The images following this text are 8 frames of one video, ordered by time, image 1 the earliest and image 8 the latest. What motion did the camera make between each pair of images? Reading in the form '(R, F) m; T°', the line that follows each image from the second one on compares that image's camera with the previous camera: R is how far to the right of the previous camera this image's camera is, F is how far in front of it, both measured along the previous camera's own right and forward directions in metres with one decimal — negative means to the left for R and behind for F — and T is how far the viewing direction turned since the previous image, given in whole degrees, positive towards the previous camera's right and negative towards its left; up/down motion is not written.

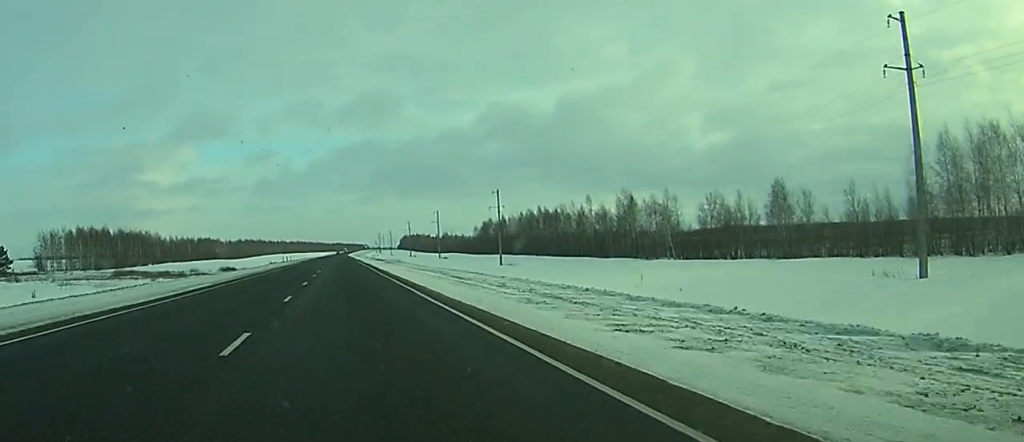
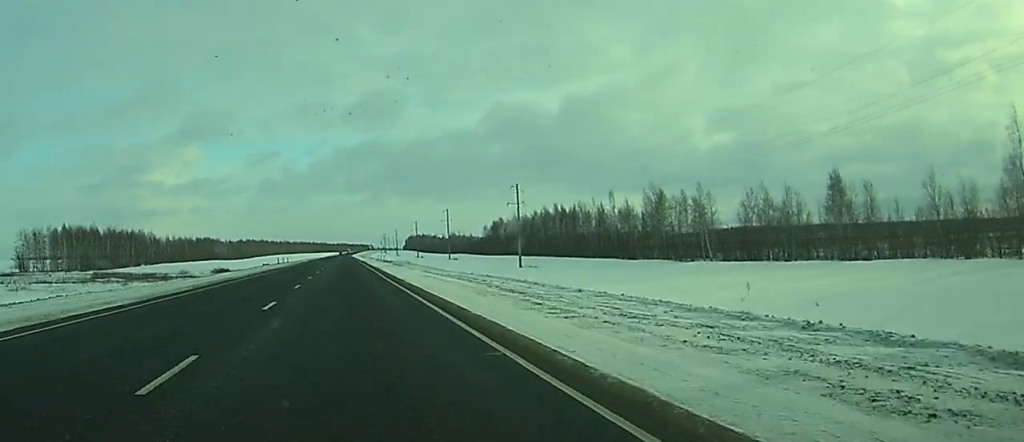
(-0.1, +15.1) m; 0°
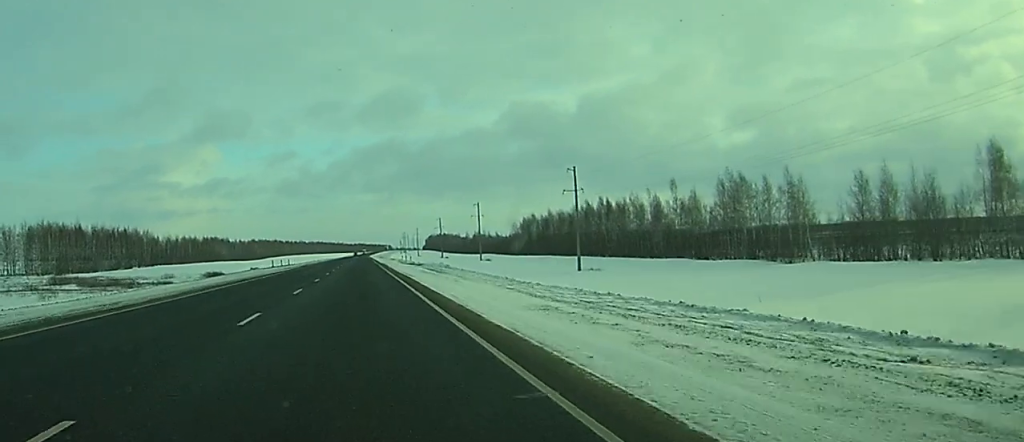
(-0.2, +28.4) m; -1°
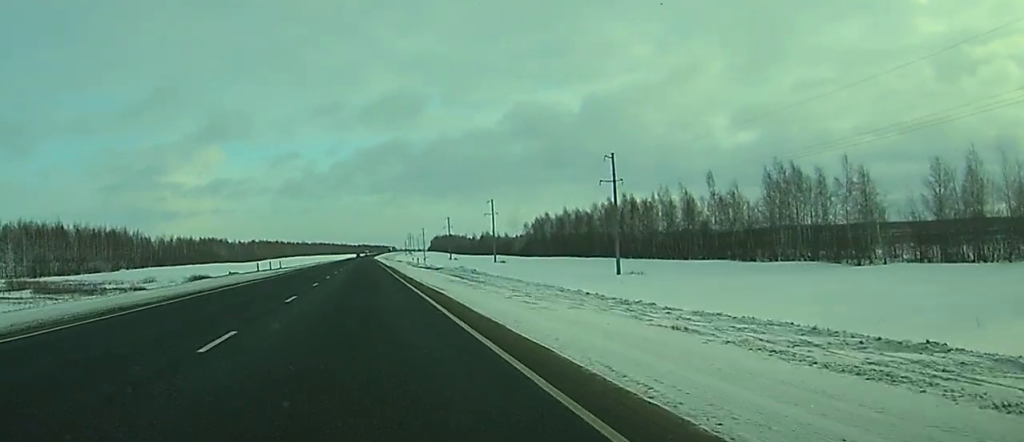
(0.0, +16.2) m; 0°
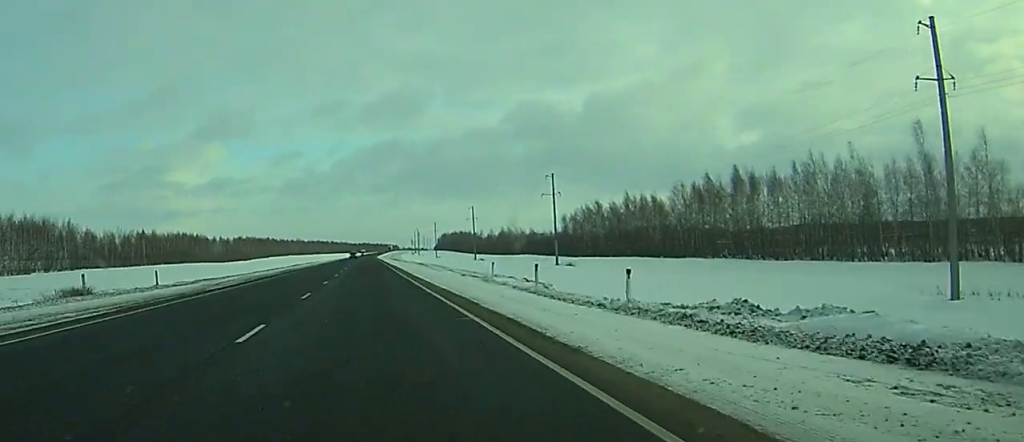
(-0.5, +58.9) m; 0°
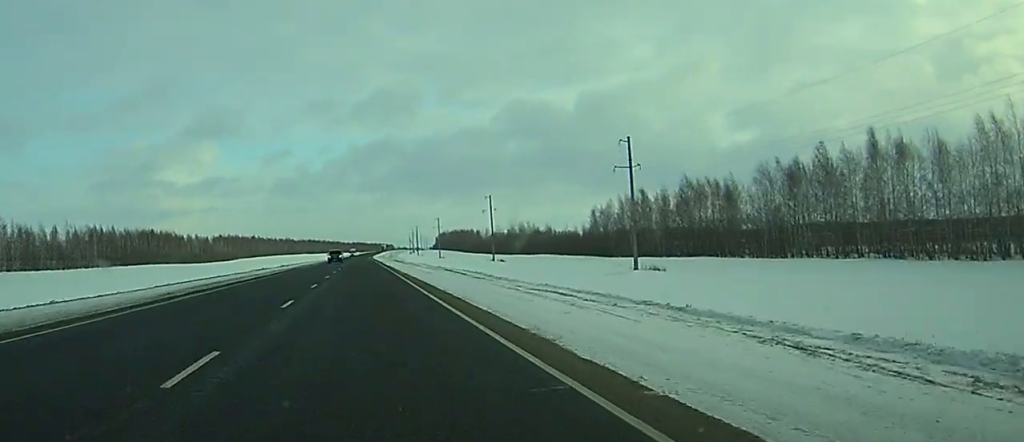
(-0.1, +40.3) m; 0°
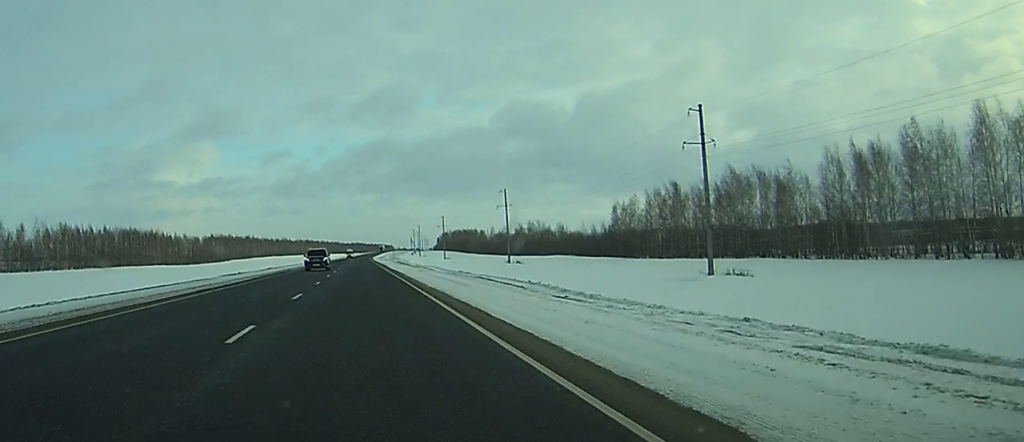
(-0.1, +19.8) m; 0°
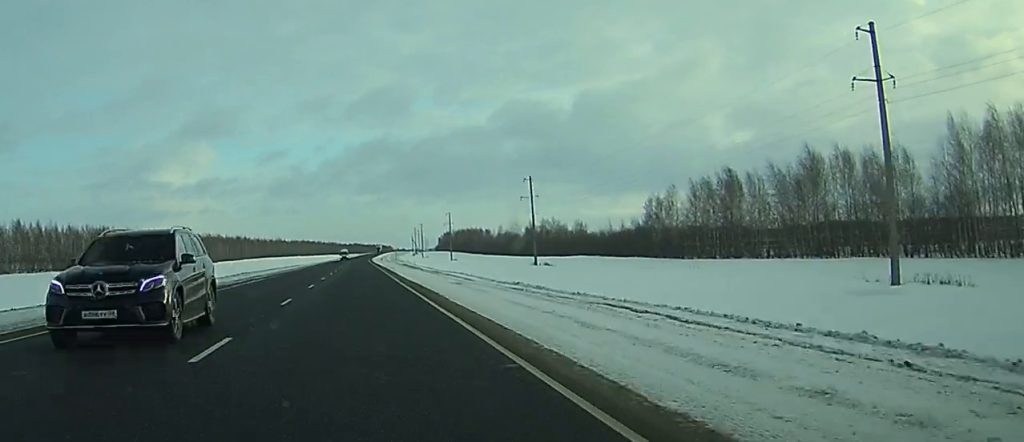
(+0.1, +26.0) m; 0°
